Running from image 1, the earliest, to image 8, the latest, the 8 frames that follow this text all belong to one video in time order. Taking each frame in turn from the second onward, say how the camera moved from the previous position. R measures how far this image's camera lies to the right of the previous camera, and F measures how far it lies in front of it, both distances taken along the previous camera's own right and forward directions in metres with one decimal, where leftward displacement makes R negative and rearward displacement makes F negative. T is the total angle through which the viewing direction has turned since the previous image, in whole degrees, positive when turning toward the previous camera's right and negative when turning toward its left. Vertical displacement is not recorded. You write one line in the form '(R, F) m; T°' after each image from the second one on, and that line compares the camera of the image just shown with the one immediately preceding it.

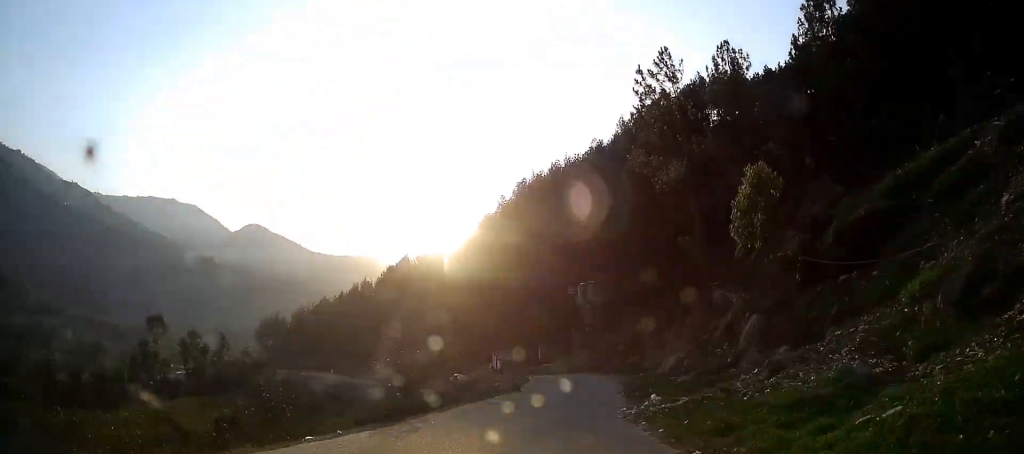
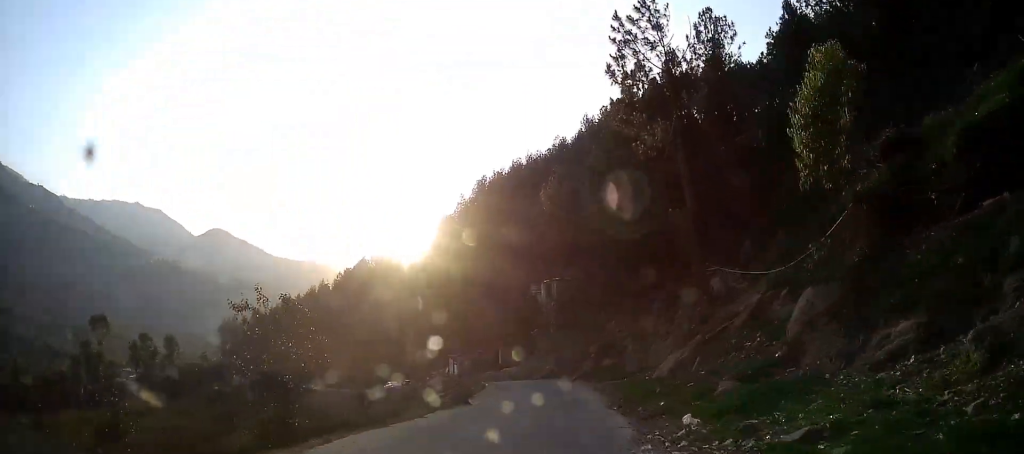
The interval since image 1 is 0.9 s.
(+0.6, +7.9) m; +4°
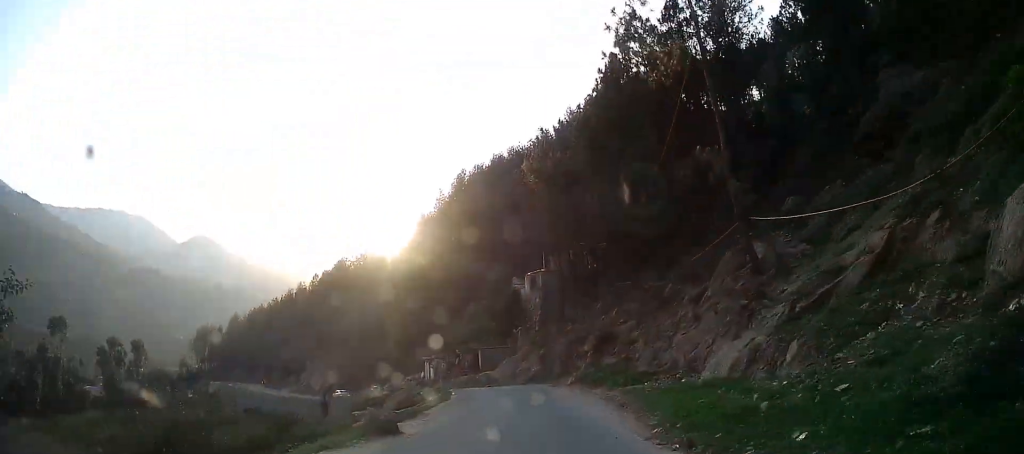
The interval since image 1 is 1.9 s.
(+0.5, +8.5) m; +4°
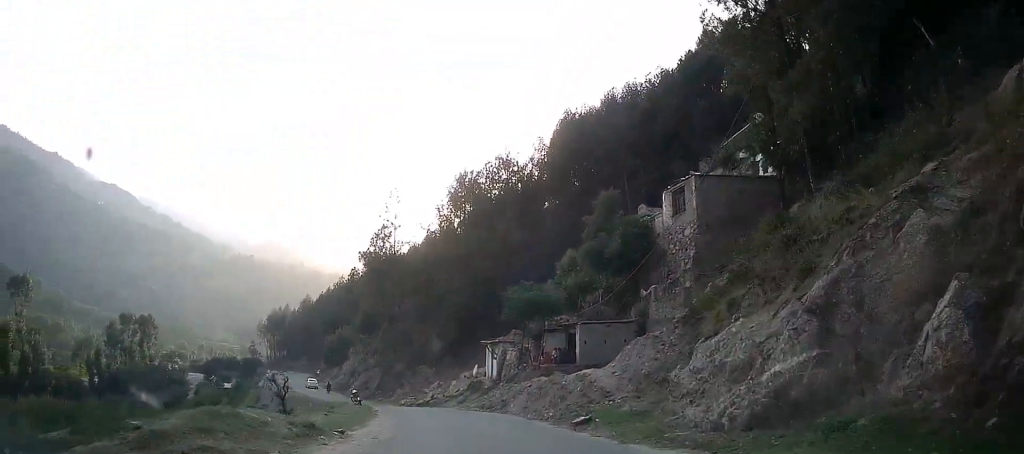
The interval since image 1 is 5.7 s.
(+0.3, +33.2) m; -5°
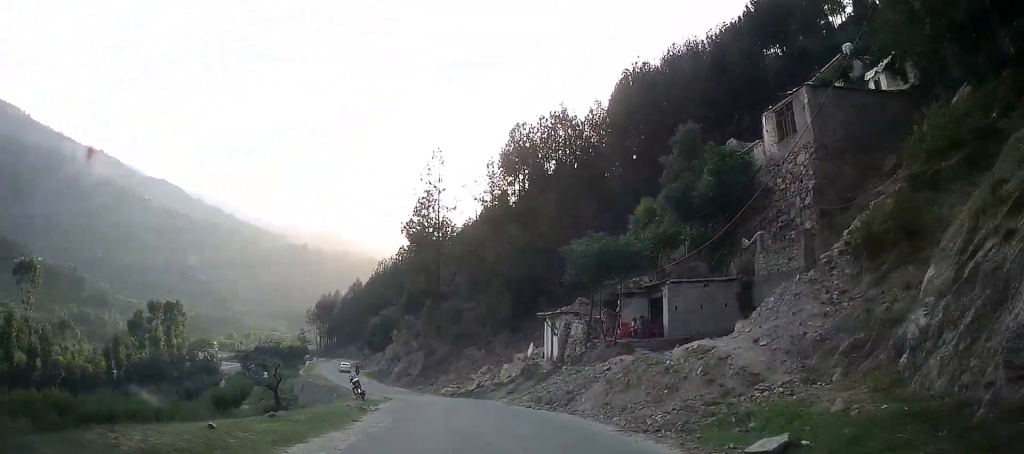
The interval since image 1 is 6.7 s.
(-0.2, +9.9) m; -5°
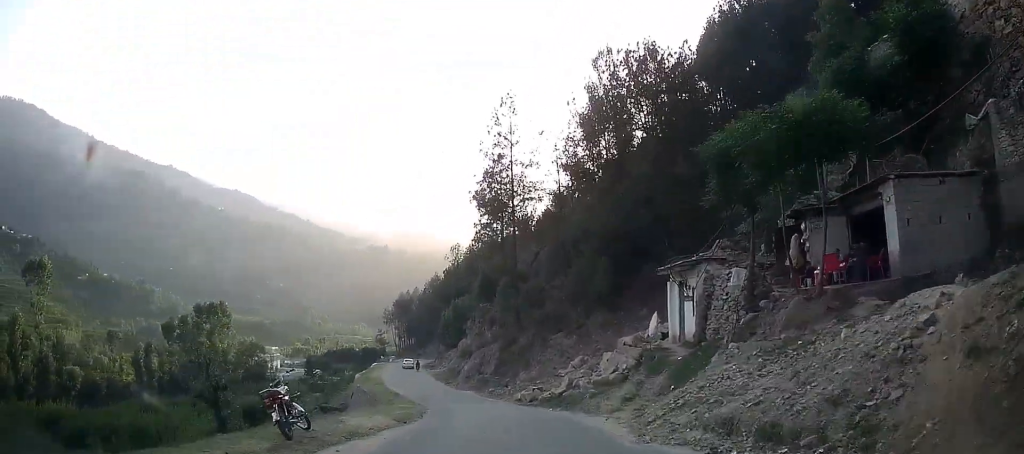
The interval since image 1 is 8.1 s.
(-0.2, +13.4) m; -10°
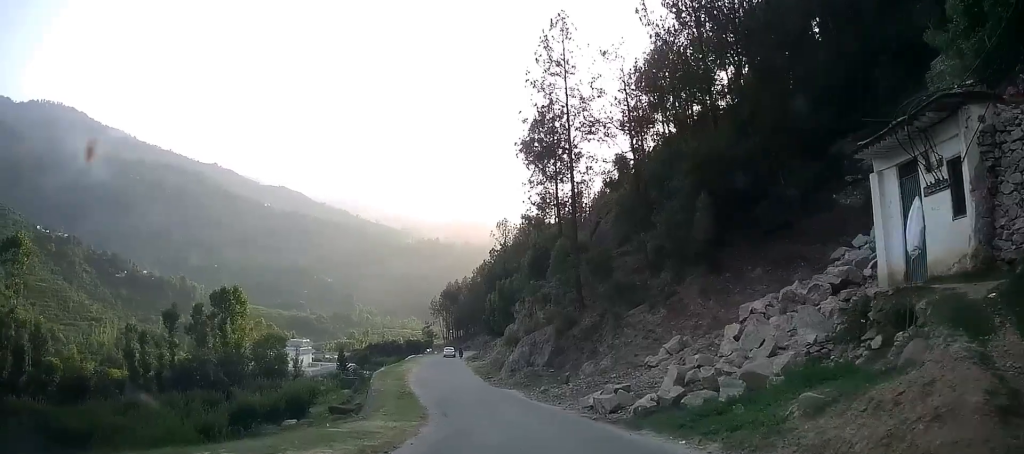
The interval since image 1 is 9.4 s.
(-1.9, +12.5) m; -8°
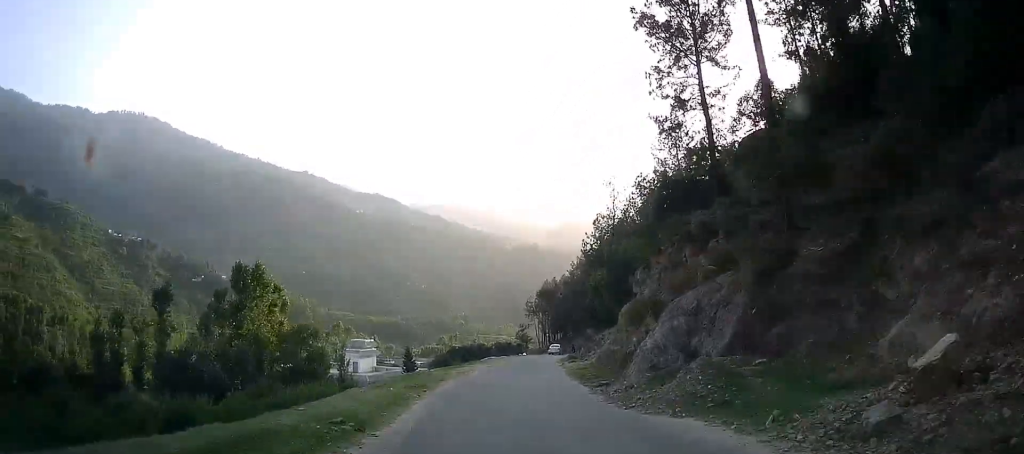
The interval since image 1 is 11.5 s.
(-2.4, +21.5) m; -8°
